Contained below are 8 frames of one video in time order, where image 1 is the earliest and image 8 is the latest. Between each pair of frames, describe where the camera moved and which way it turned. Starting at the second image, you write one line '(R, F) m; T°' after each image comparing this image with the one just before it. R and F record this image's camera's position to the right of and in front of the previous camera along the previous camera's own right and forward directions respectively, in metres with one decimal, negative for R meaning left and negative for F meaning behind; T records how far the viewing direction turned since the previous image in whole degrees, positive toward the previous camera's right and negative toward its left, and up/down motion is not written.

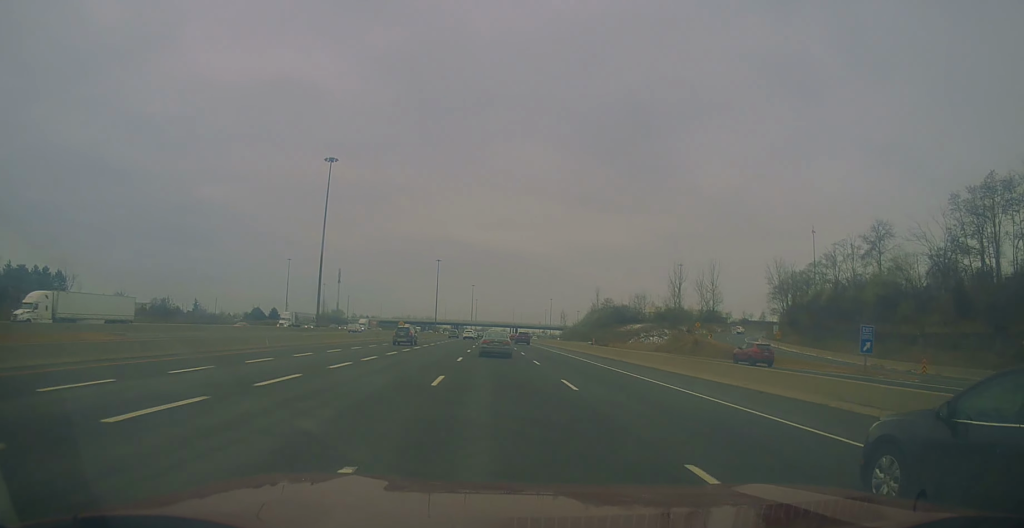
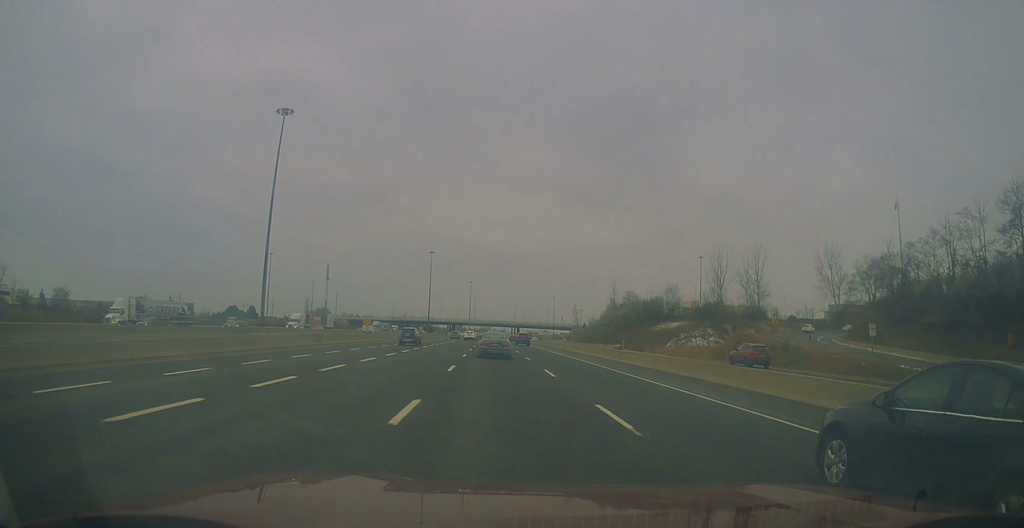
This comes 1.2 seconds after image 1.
(+0.2, +31.5) m; 0°
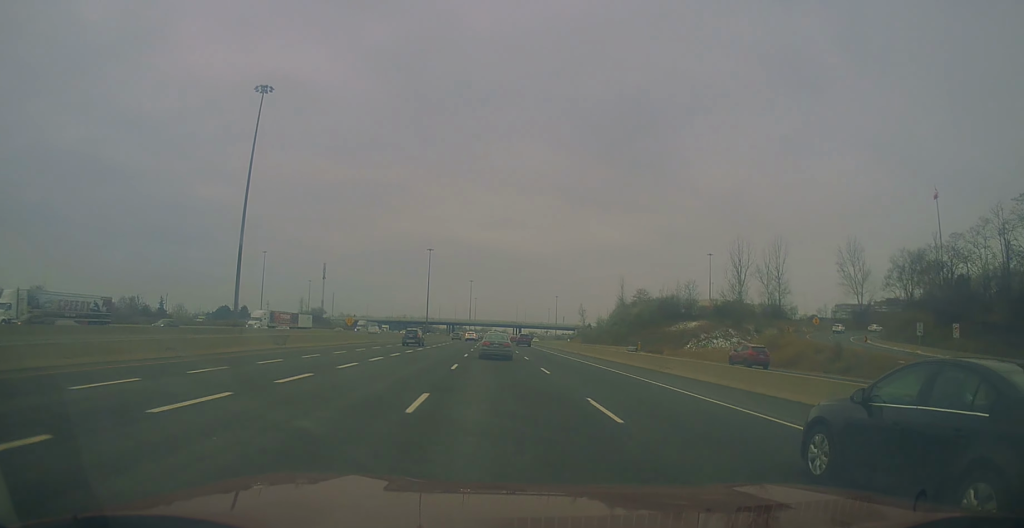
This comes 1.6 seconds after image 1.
(0.0, +10.6) m; 0°
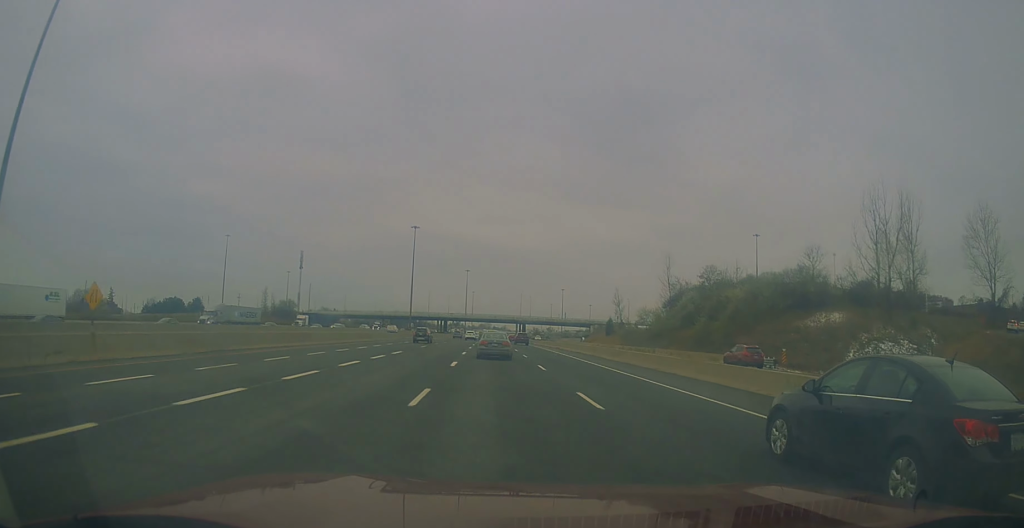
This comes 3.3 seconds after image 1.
(+0.3, +46.4) m; 0°
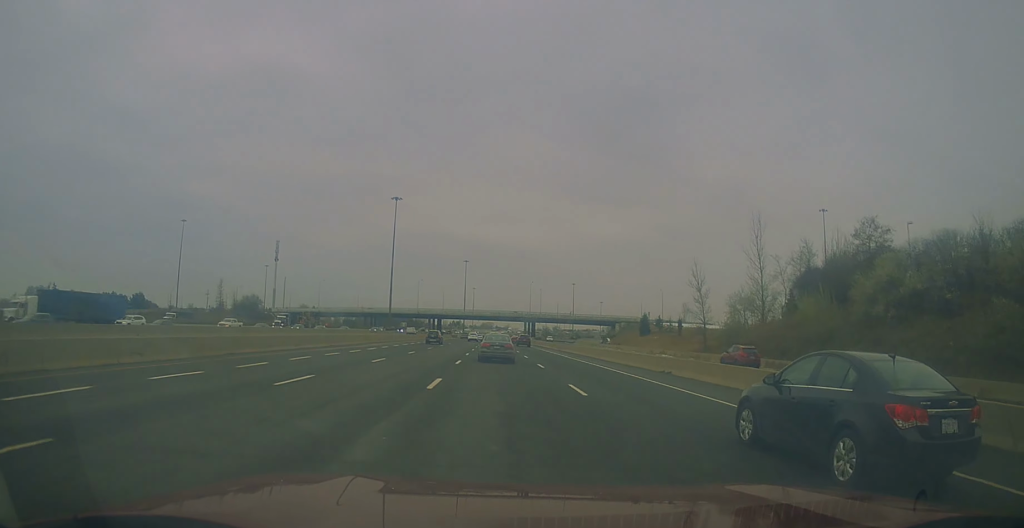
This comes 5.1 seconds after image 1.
(-0.4, +45.0) m; 0°
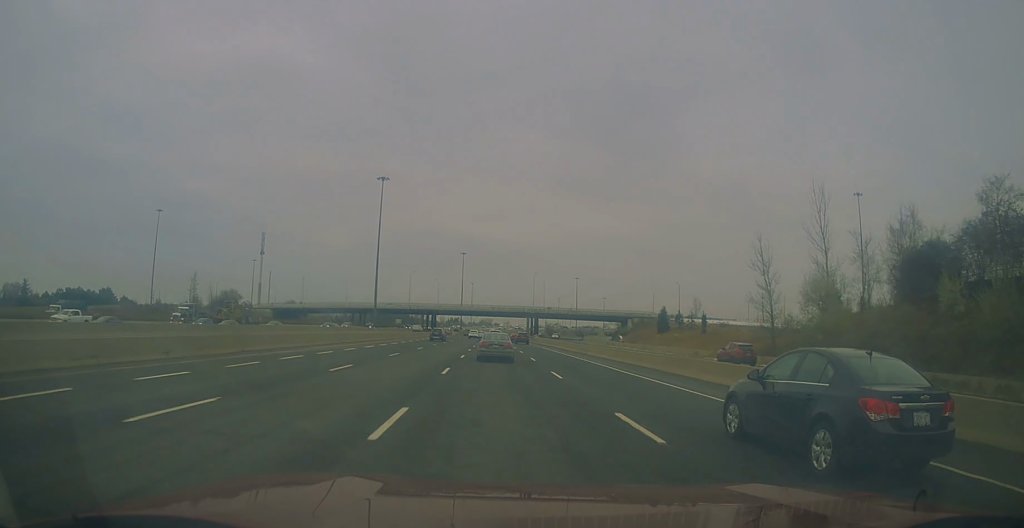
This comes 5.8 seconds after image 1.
(+0.2, +18.7) m; 0°
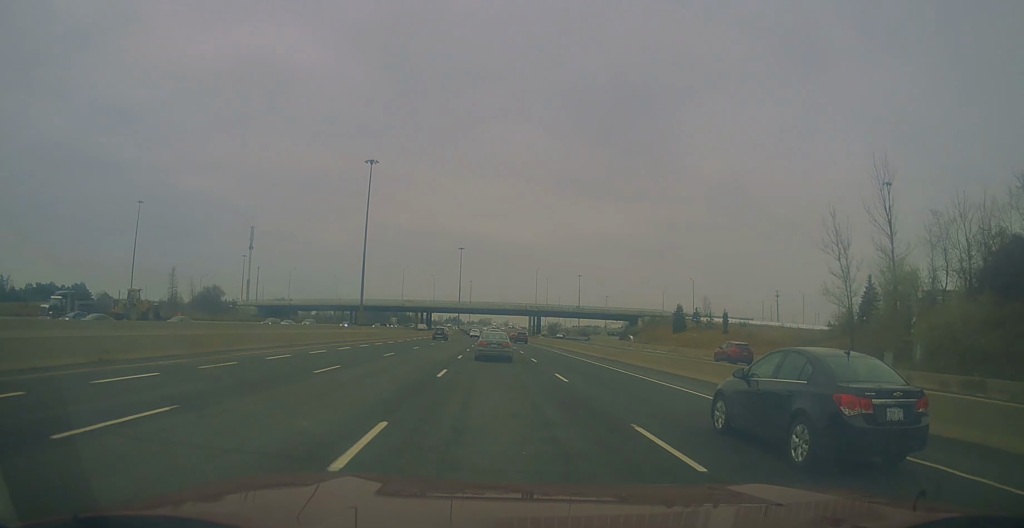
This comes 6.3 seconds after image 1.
(0.0, +13.6) m; 0°
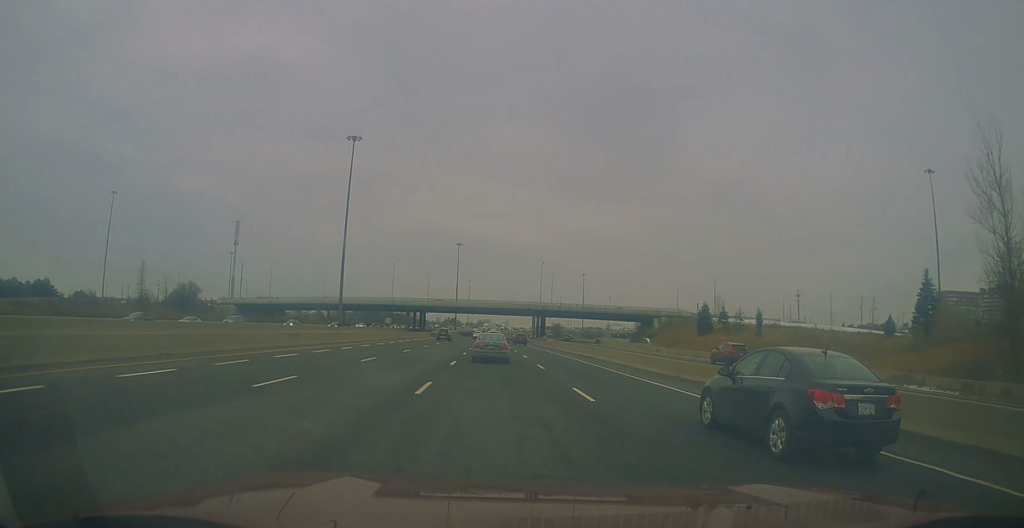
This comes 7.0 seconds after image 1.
(-0.1, +17.0) m; 0°
